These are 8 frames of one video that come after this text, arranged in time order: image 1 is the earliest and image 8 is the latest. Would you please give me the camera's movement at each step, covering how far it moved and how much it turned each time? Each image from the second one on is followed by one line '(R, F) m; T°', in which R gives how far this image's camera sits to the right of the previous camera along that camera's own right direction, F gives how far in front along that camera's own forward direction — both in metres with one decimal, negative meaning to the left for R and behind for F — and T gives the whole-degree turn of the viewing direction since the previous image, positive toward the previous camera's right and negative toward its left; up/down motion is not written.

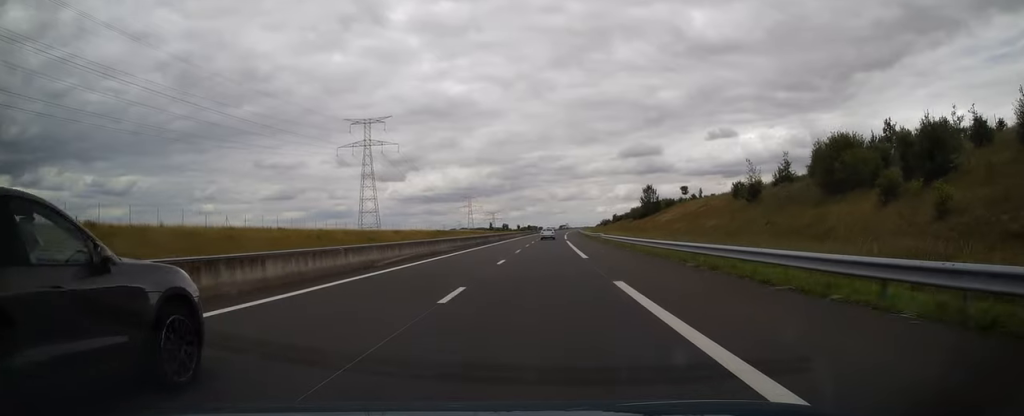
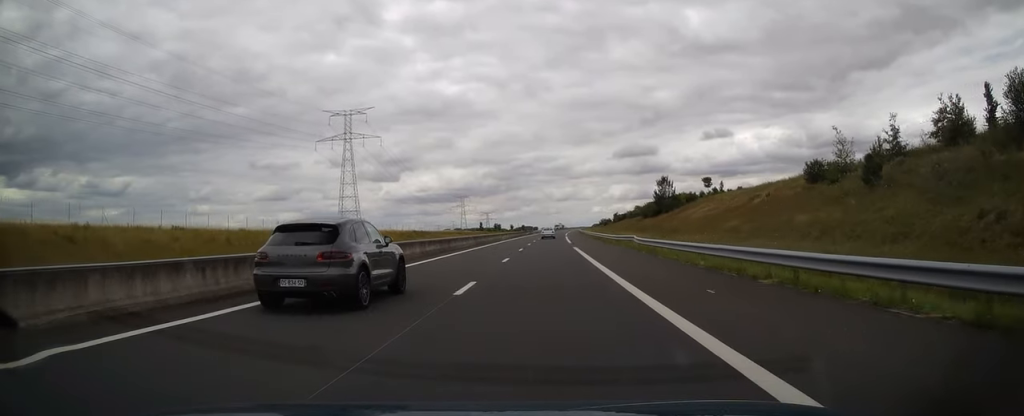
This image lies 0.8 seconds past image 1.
(+0.2, +24.3) m; +1°
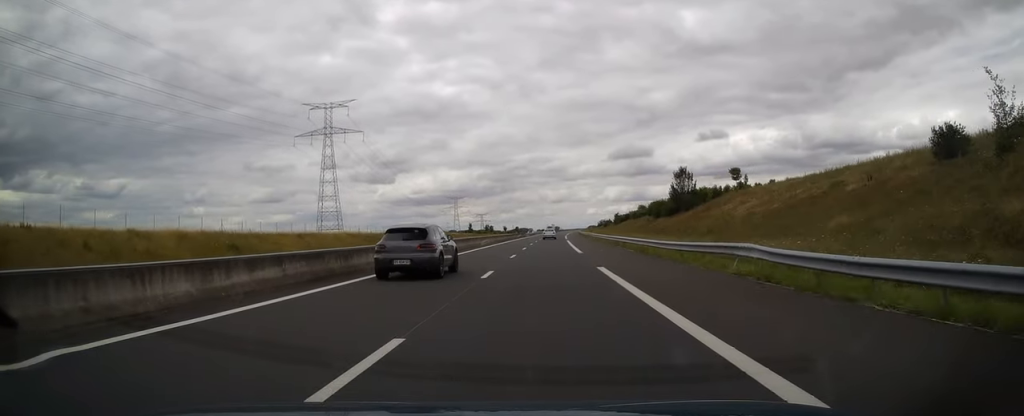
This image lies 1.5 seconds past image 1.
(+0.2, +20.9) m; +1°
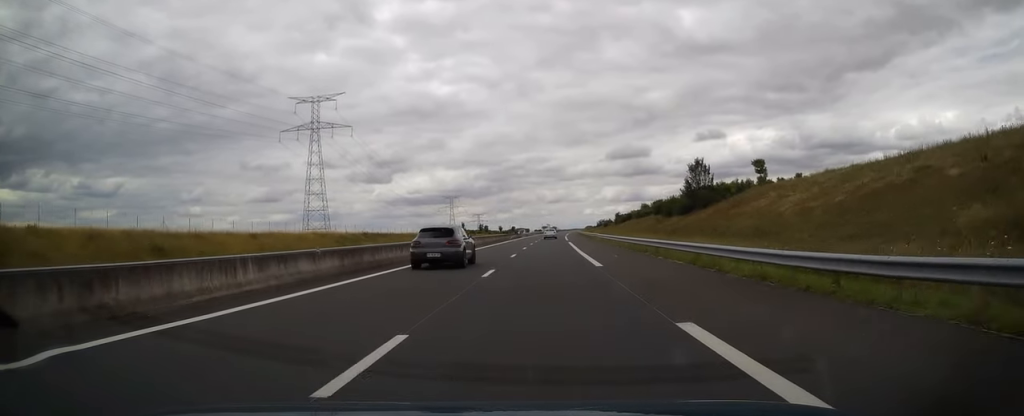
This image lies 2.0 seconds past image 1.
(+0.2, +12.6) m; 0°
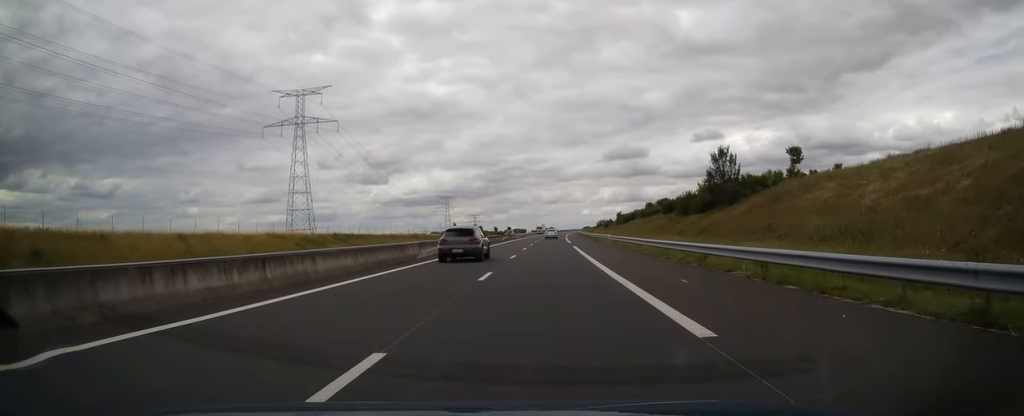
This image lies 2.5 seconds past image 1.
(0.0, +14.1) m; 0°
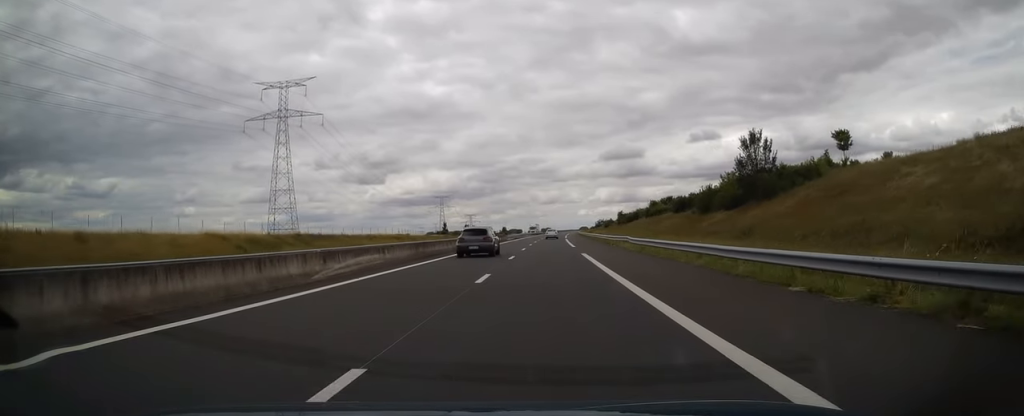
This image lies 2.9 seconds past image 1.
(-0.2, +13.6) m; 0°
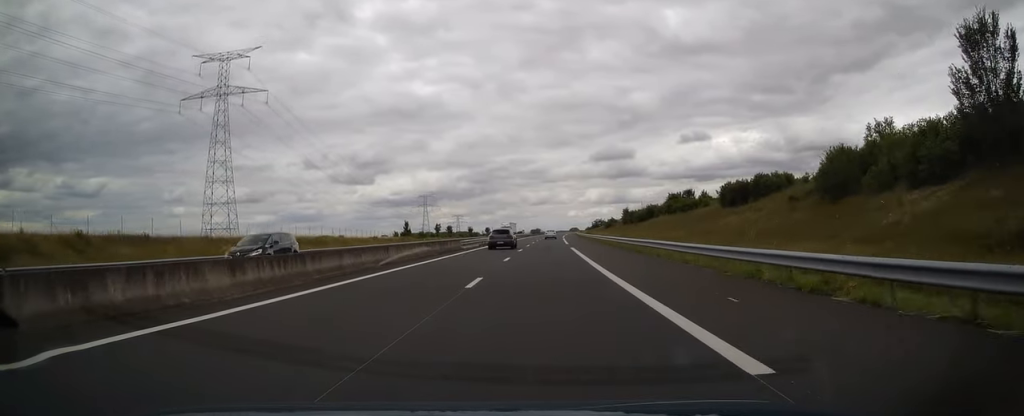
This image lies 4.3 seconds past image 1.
(+0.5, +39.9) m; +2°
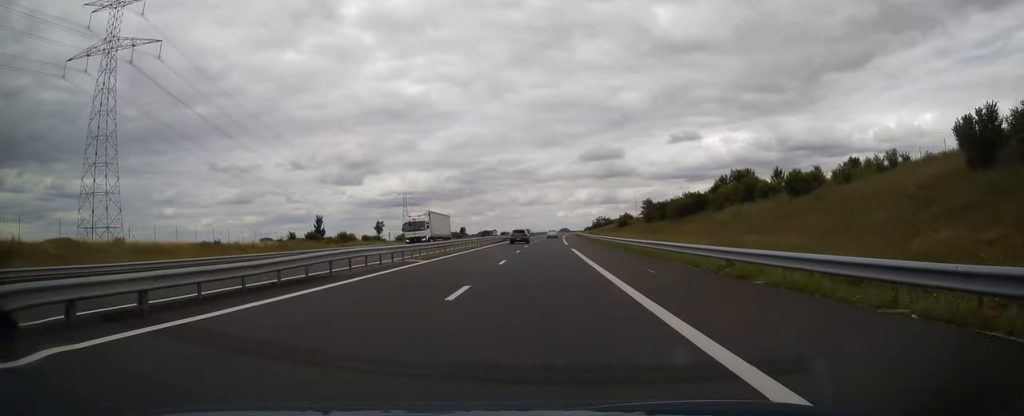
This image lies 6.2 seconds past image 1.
(-0.1, +54.0) m; 0°
